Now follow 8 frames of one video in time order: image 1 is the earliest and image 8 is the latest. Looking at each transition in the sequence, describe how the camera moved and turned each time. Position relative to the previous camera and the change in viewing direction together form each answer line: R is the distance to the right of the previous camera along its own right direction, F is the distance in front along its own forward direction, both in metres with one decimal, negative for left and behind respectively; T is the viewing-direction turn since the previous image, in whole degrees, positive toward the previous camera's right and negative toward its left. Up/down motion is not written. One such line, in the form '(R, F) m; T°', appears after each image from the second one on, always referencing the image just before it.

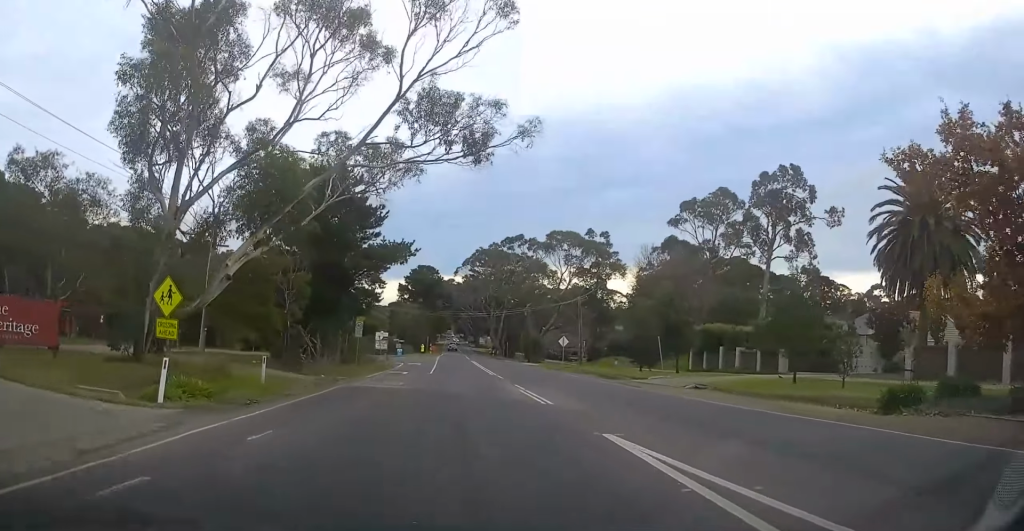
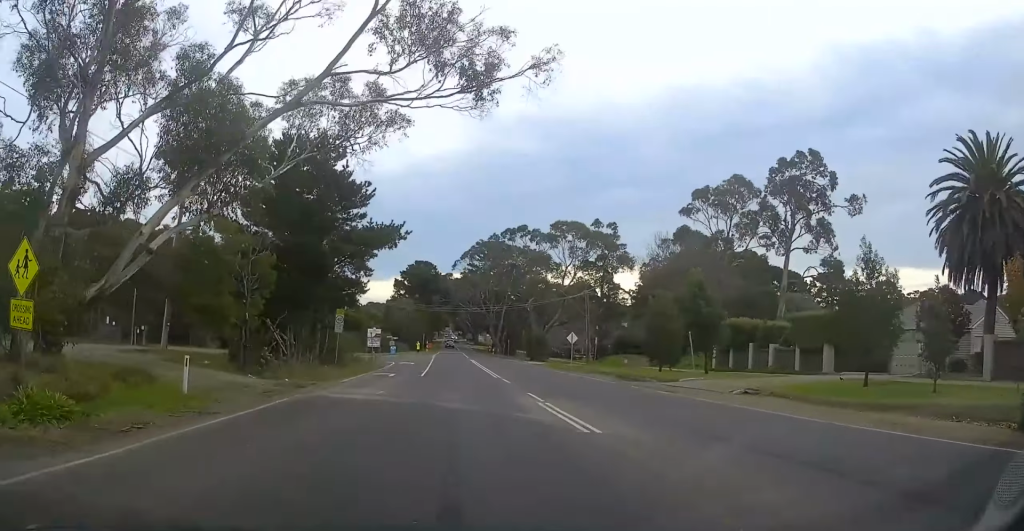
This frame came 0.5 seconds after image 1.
(0.0, +5.8) m; 0°
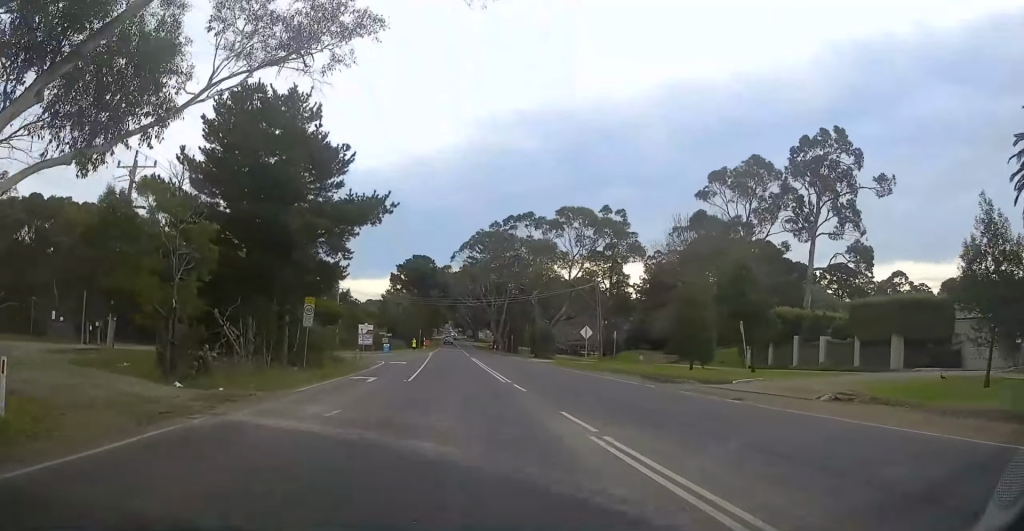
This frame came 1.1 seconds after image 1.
(0.0, +6.9) m; 0°
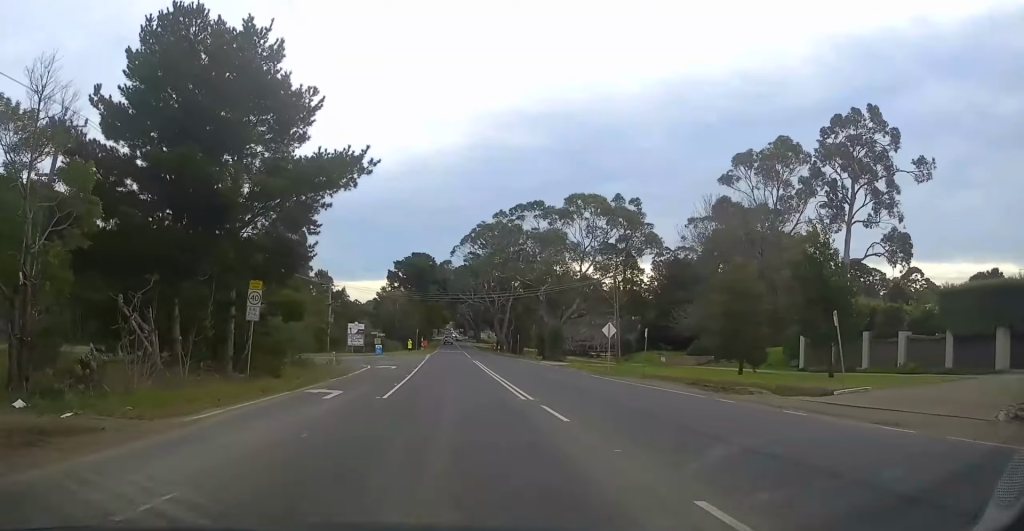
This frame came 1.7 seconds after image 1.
(0.0, +7.5) m; 0°
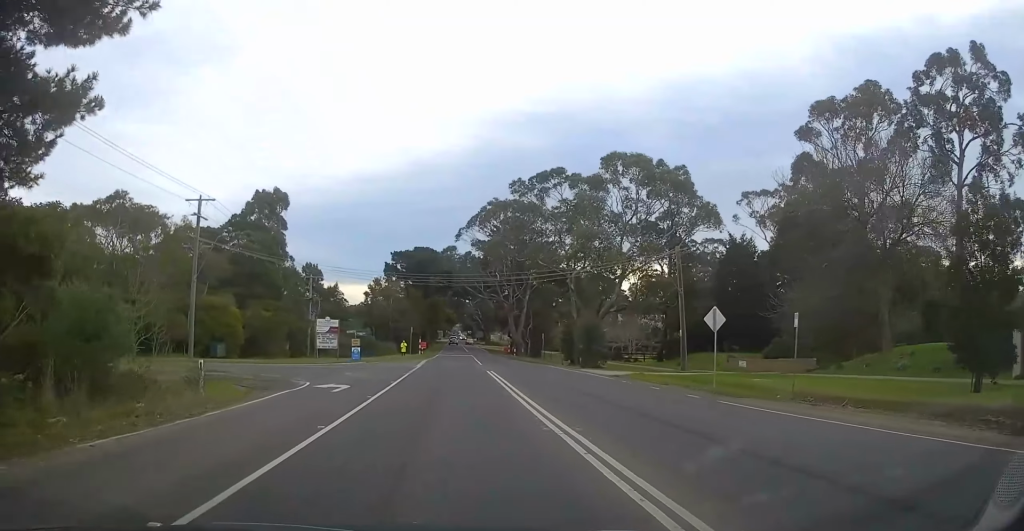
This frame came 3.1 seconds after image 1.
(0.0, +17.6) m; -1°
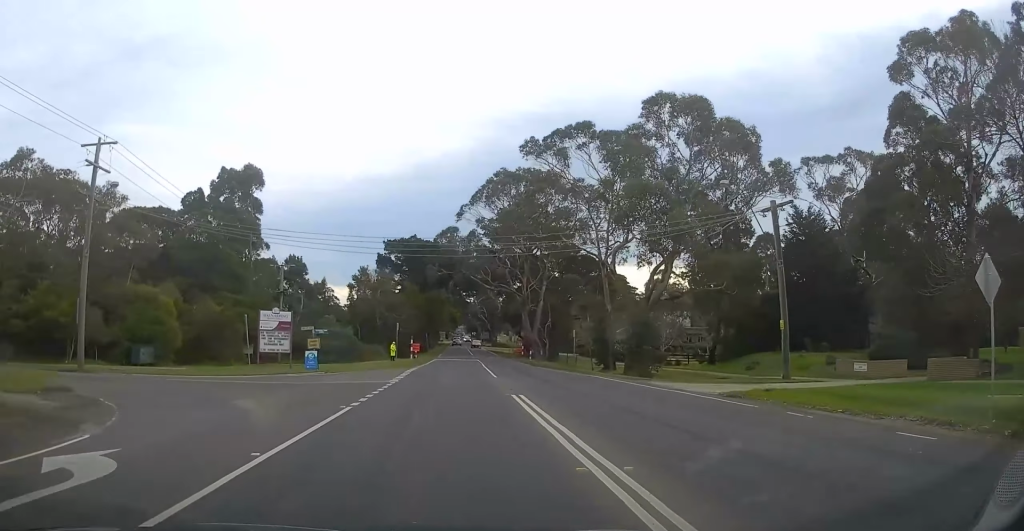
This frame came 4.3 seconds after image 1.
(-0.2, +14.5) m; -1°
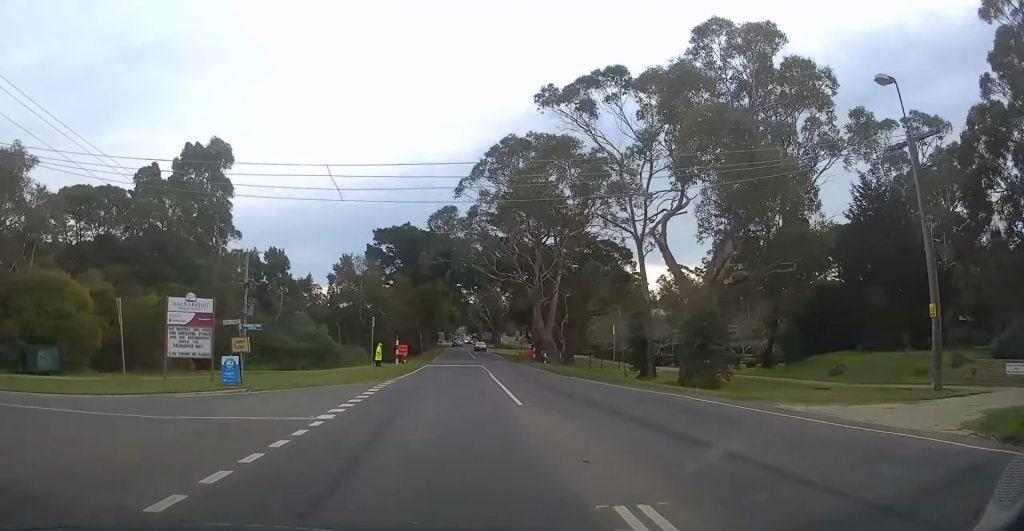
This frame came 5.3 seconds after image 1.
(0.0, +11.7) m; +1°
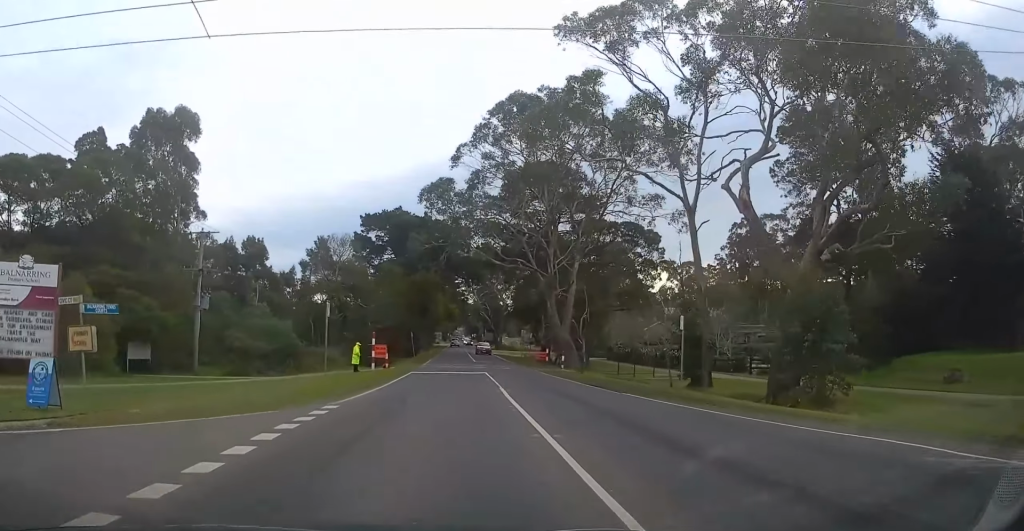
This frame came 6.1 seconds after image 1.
(+0.2, +10.5) m; 0°
